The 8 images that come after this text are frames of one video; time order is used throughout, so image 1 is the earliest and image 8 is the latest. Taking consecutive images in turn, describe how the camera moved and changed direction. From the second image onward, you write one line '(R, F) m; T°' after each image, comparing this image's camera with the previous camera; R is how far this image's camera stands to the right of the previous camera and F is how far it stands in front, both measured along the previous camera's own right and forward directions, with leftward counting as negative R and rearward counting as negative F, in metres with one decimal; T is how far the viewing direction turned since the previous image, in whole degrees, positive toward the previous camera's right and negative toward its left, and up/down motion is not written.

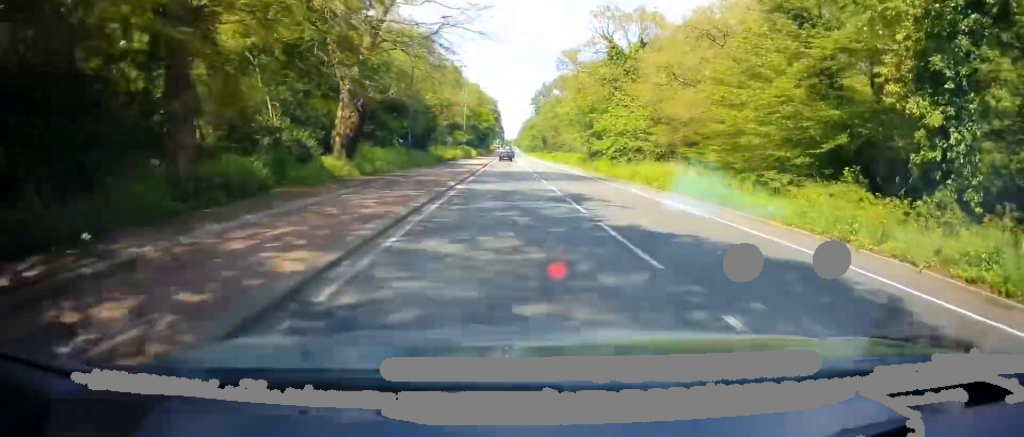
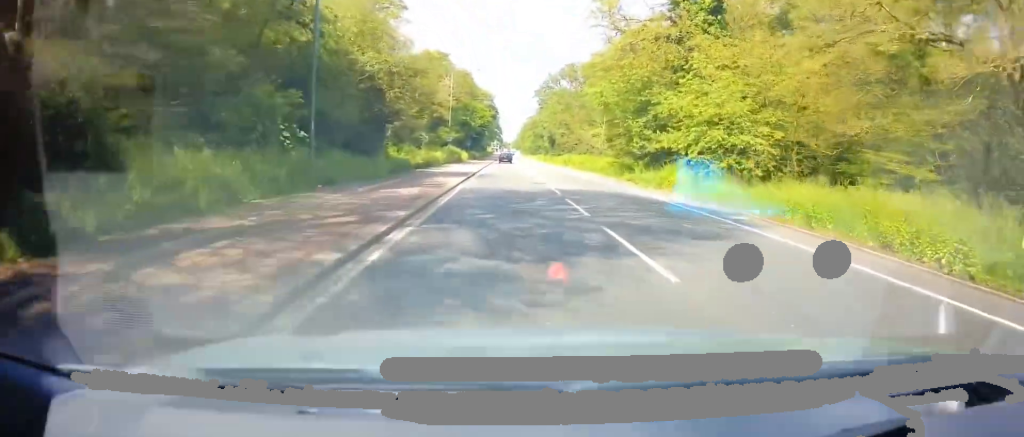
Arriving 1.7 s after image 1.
(+0.2, +19.2) m; 0°
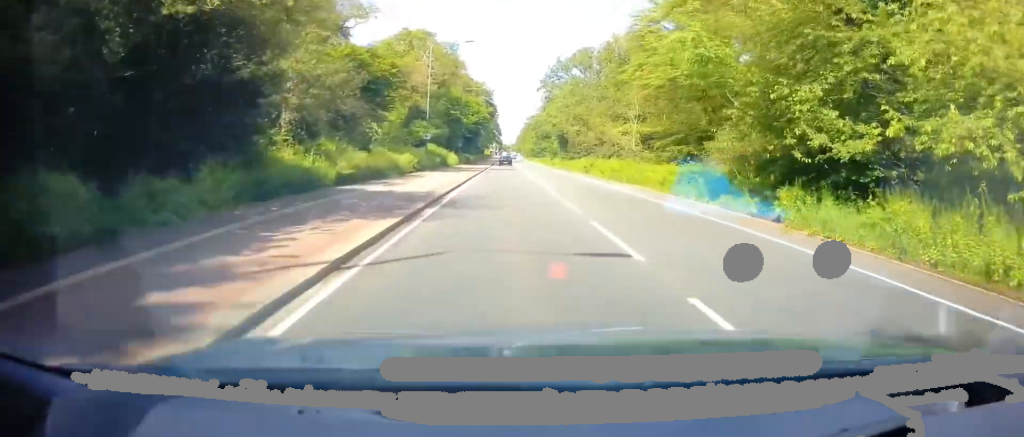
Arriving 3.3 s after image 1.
(-0.3, +17.4) m; 0°
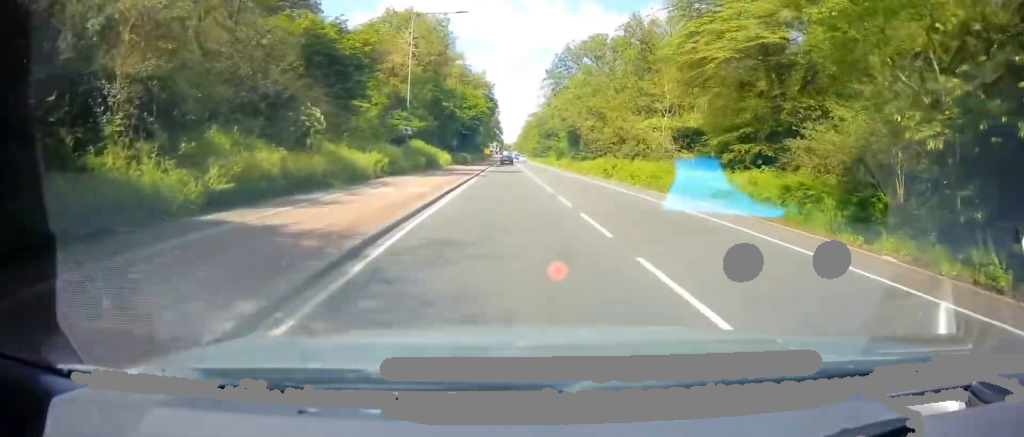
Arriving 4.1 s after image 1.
(+0.3, +9.4) m; +1°
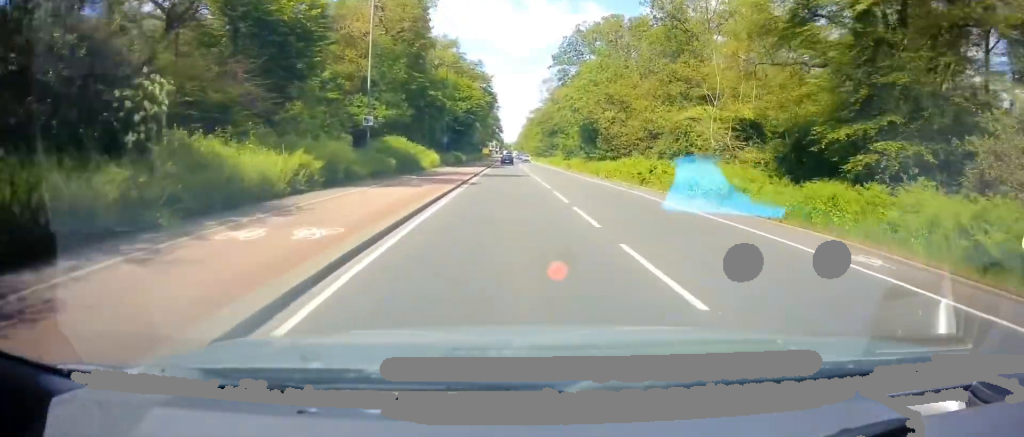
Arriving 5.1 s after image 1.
(-0.1, +10.2) m; -1°
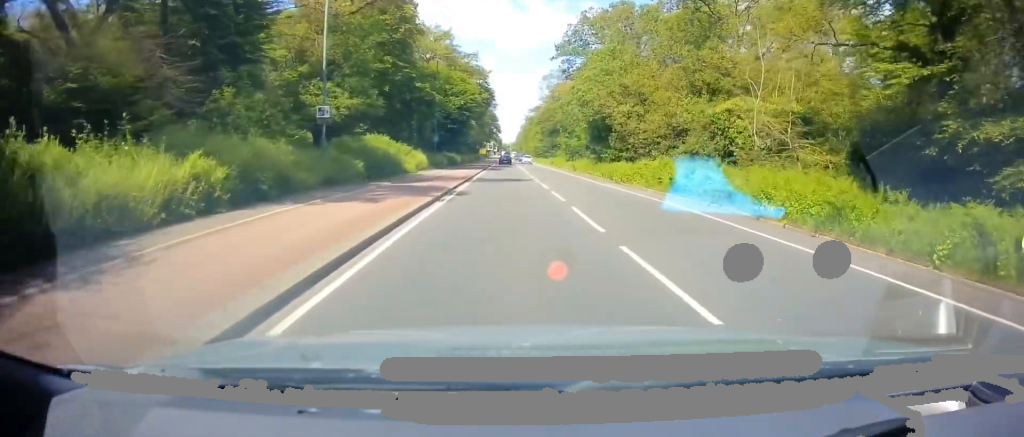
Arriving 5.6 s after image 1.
(-0.1, +6.2) m; 0°
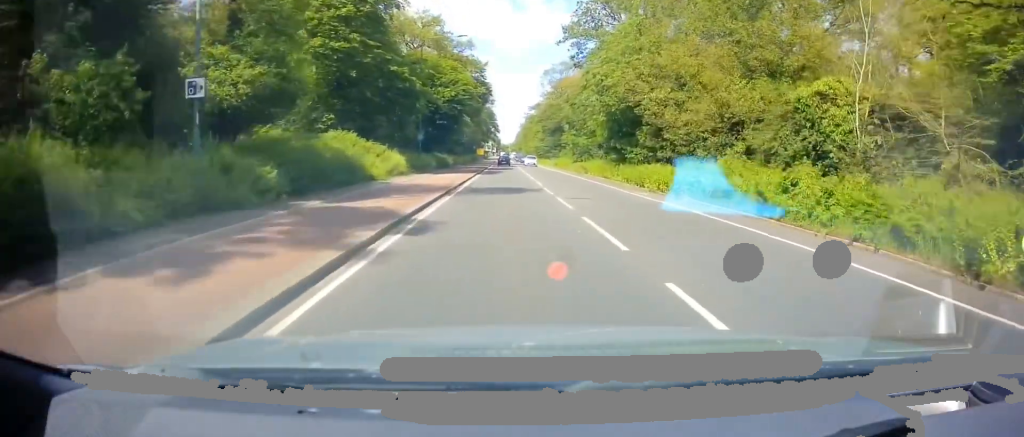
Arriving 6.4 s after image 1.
(+0.1, +8.7) m; +1°
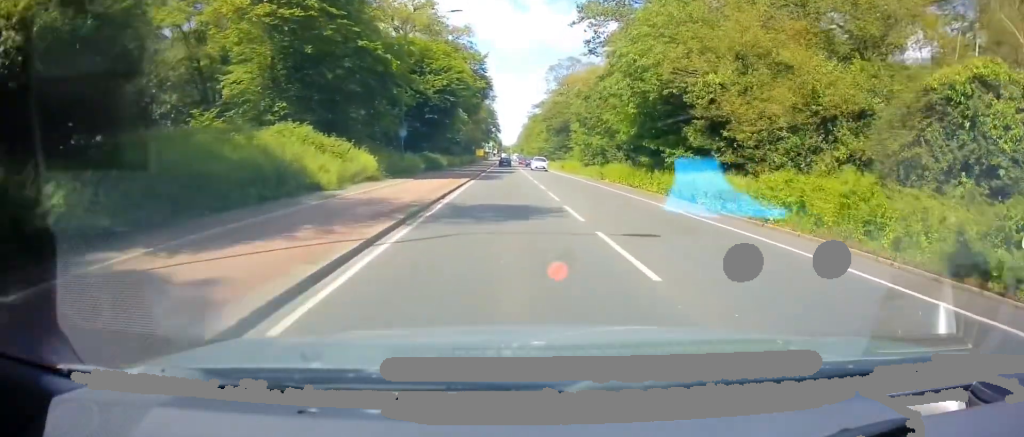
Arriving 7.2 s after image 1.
(+0.1, +8.0) m; 0°
